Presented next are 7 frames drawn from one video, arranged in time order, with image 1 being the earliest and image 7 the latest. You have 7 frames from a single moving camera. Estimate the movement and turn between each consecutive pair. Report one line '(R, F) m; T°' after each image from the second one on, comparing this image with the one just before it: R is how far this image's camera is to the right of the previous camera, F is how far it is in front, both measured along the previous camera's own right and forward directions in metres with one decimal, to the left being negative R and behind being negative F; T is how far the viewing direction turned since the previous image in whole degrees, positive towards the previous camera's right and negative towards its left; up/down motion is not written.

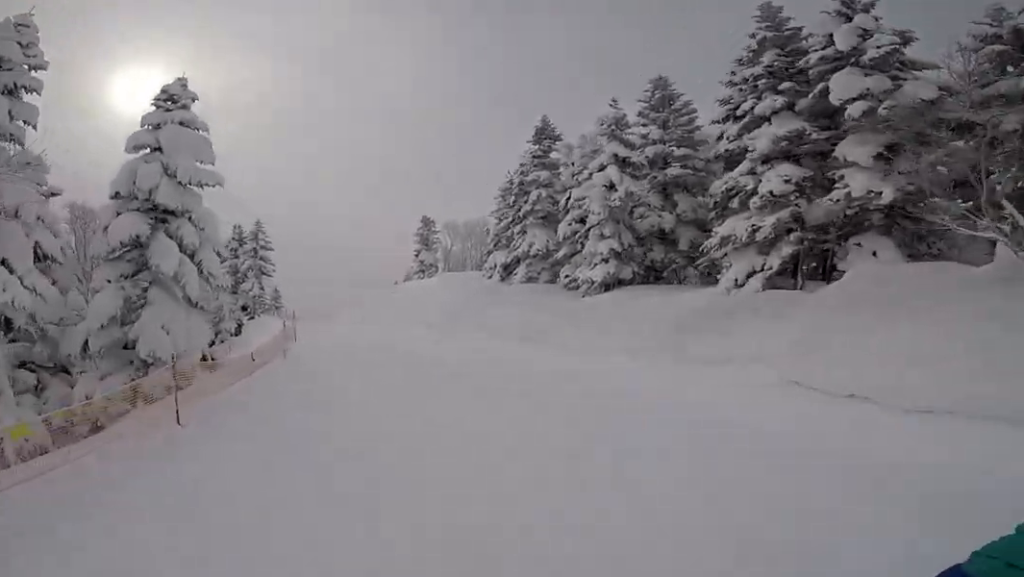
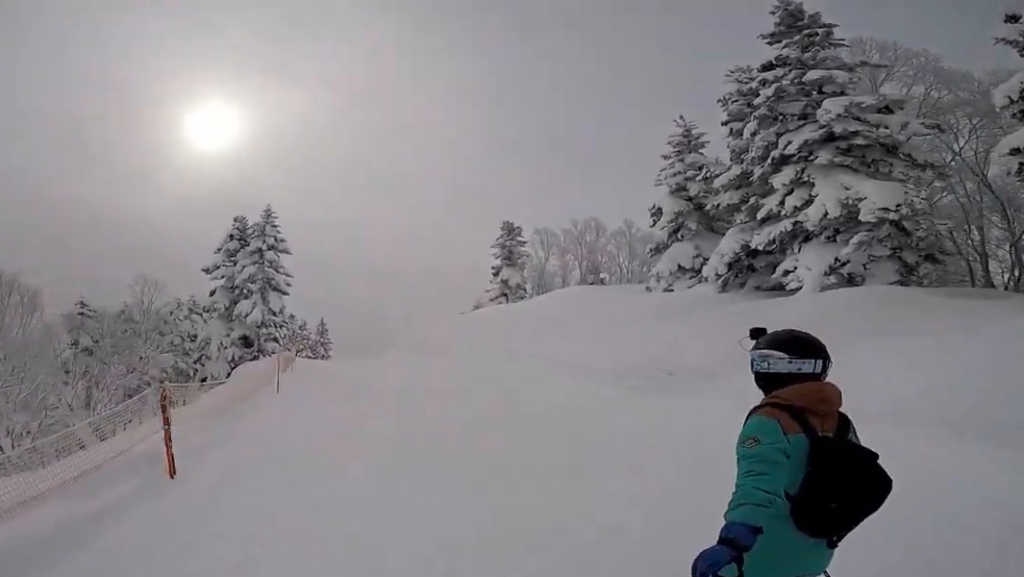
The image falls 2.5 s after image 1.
(-1.1, +14.2) m; -13°
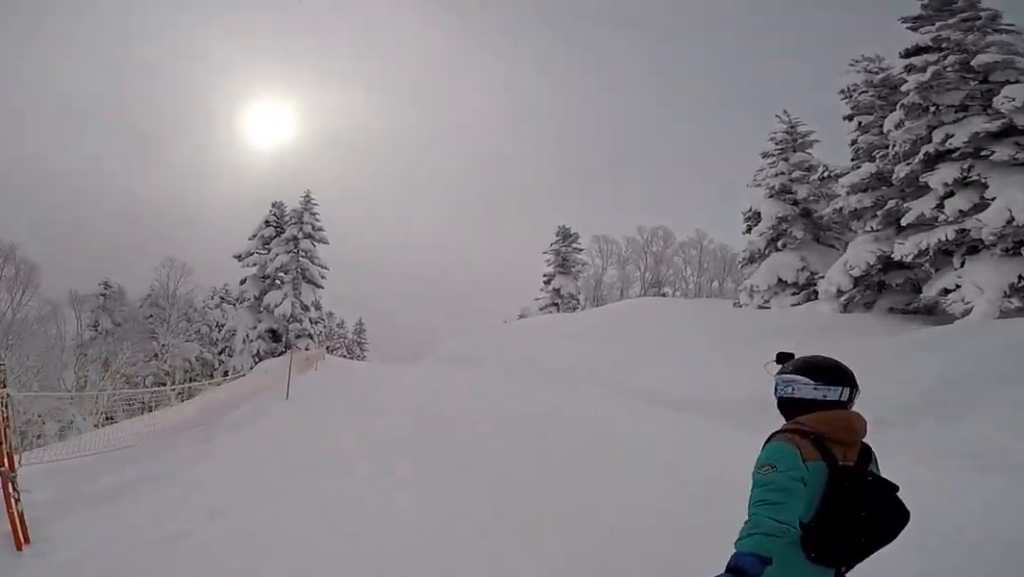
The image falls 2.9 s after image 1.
(-0.3, +2.2) m; +1°
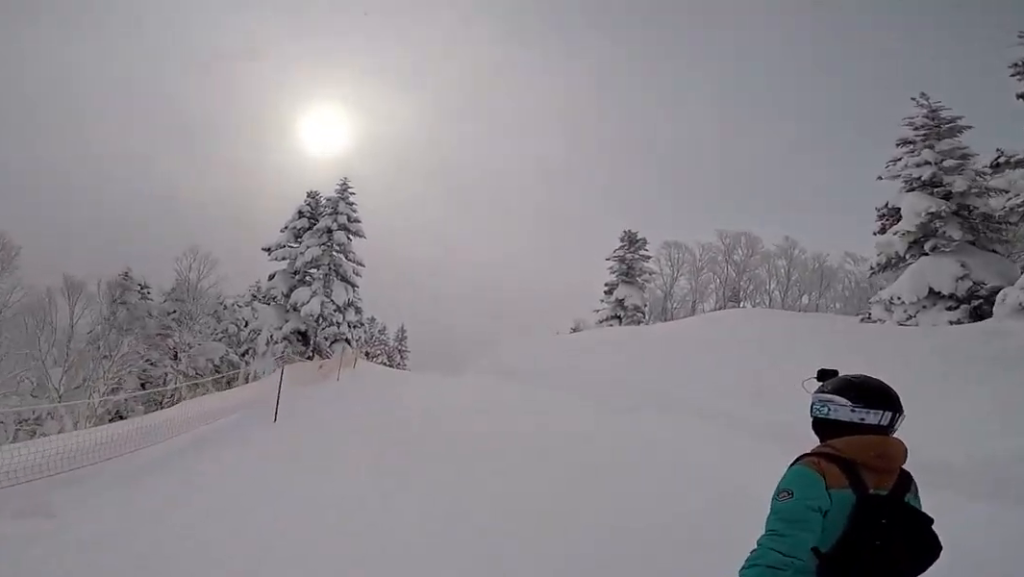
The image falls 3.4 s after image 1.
(0.0, +2.7) m; 0°
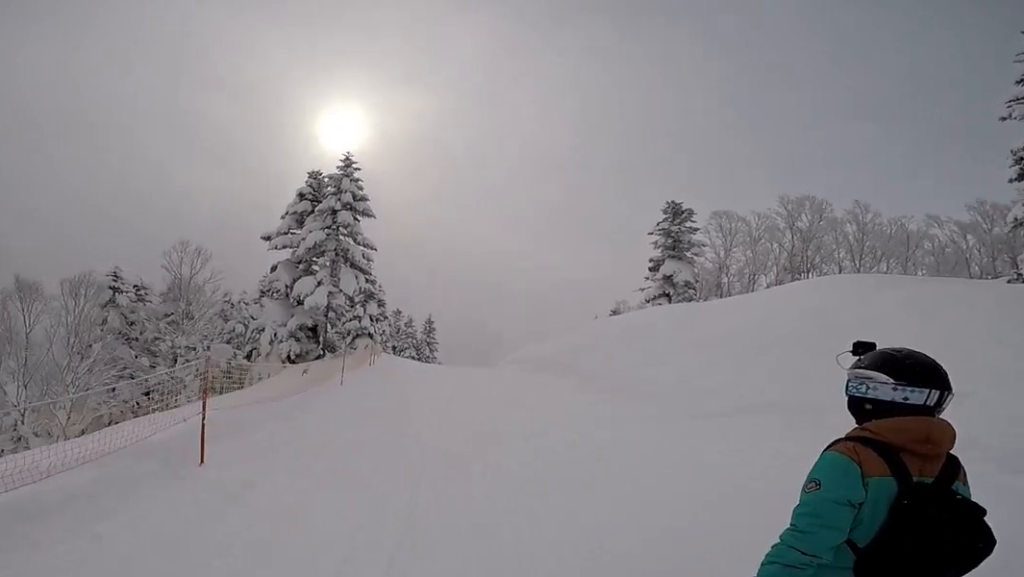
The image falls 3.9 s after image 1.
(+0.5, +2.6) m; -1°
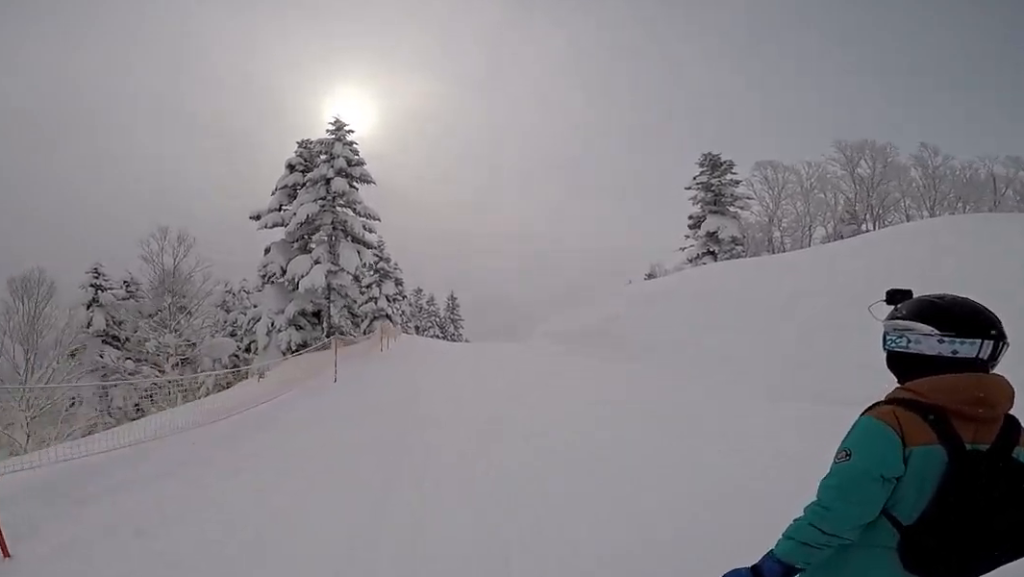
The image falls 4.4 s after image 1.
(0.0, +2.1) m; -2°
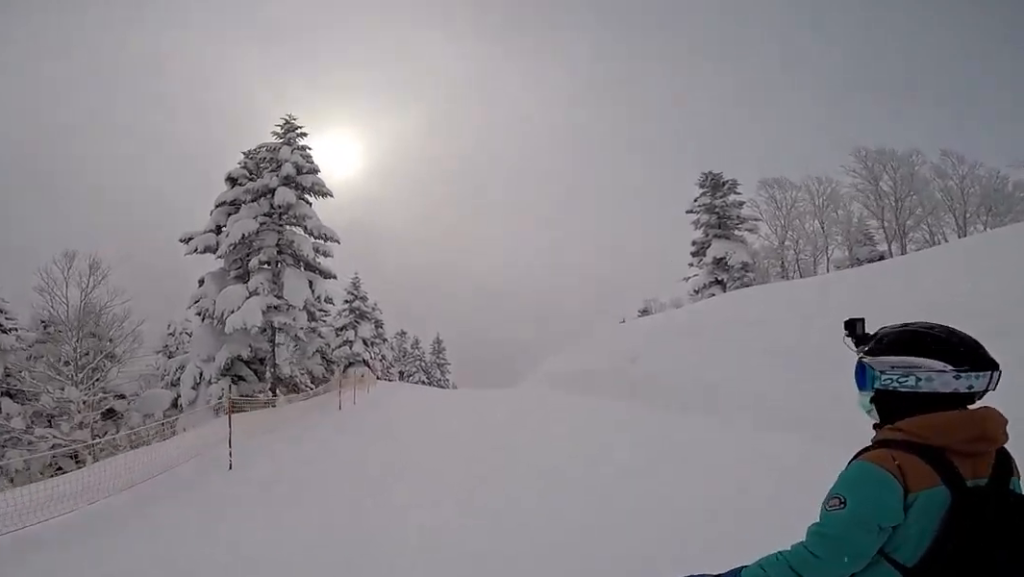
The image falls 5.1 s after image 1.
(-0.8, +2.9) m; -3°
